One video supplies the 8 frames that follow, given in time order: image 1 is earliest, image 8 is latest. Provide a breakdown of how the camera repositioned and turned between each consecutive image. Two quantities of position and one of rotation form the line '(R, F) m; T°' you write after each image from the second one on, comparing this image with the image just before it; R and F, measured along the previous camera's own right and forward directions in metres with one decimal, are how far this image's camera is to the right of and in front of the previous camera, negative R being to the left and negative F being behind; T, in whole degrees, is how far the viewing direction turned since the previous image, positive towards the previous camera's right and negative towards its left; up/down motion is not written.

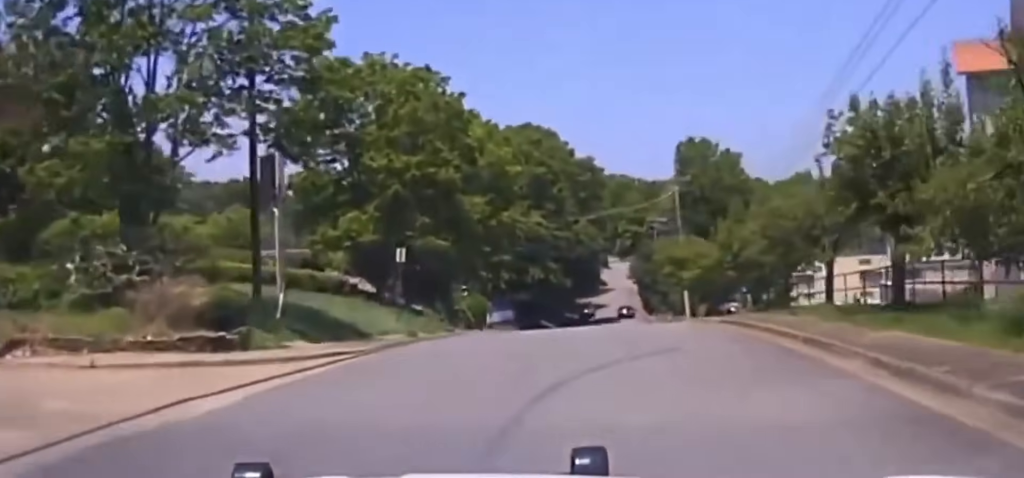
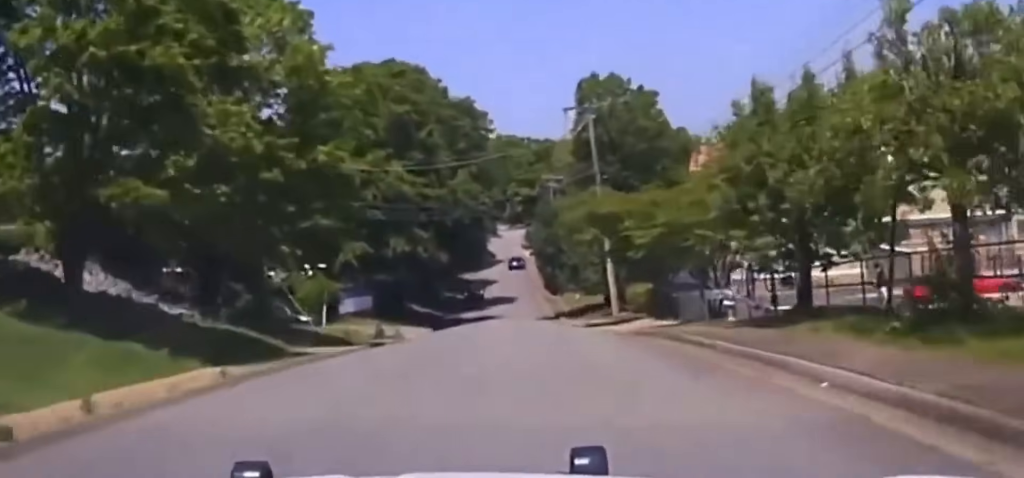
(+2.8, +21.5) m; +6°
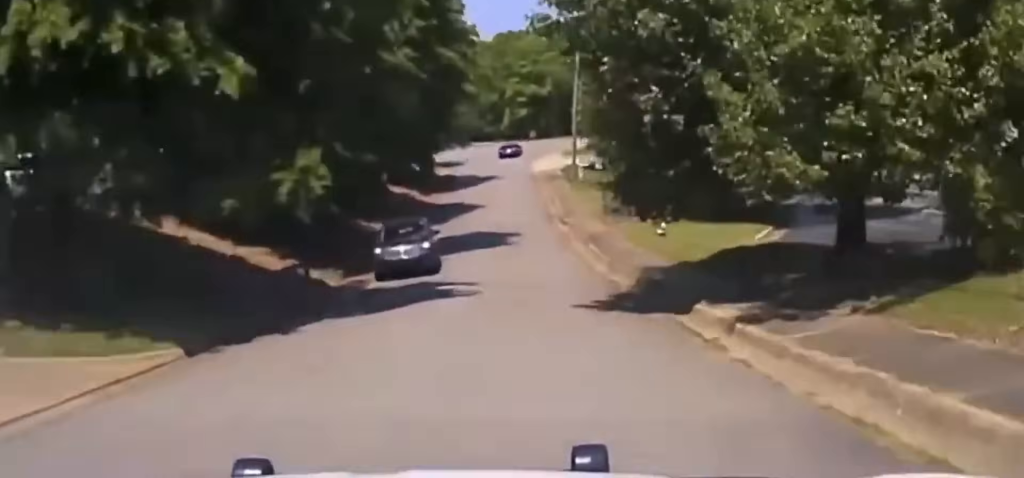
(-3.0, +55.6) m; -5°
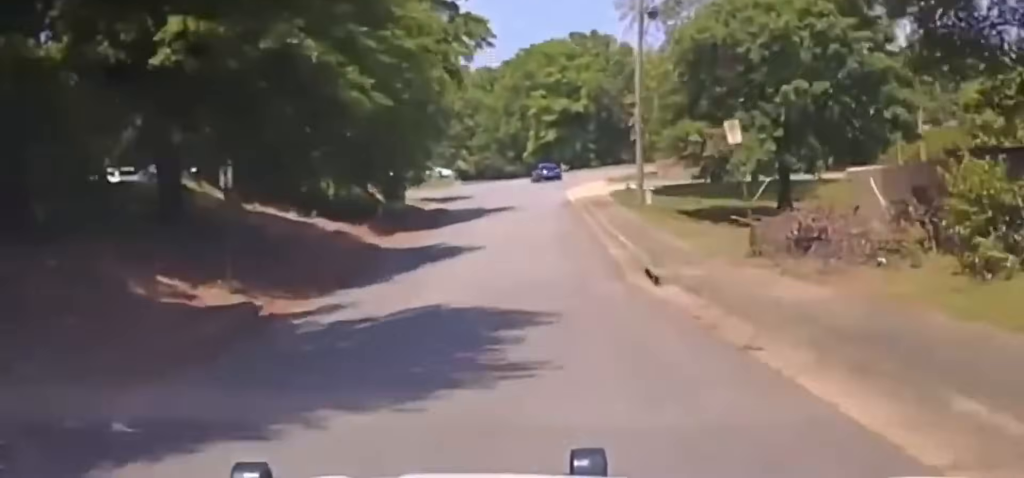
(-0.2, +30.9) m; -2°
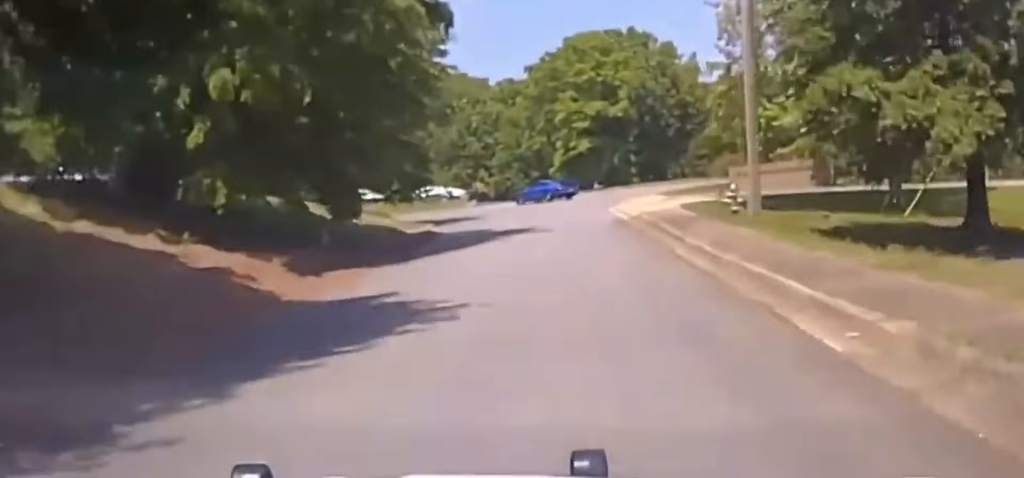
(0.0, +17.5) m; -2°
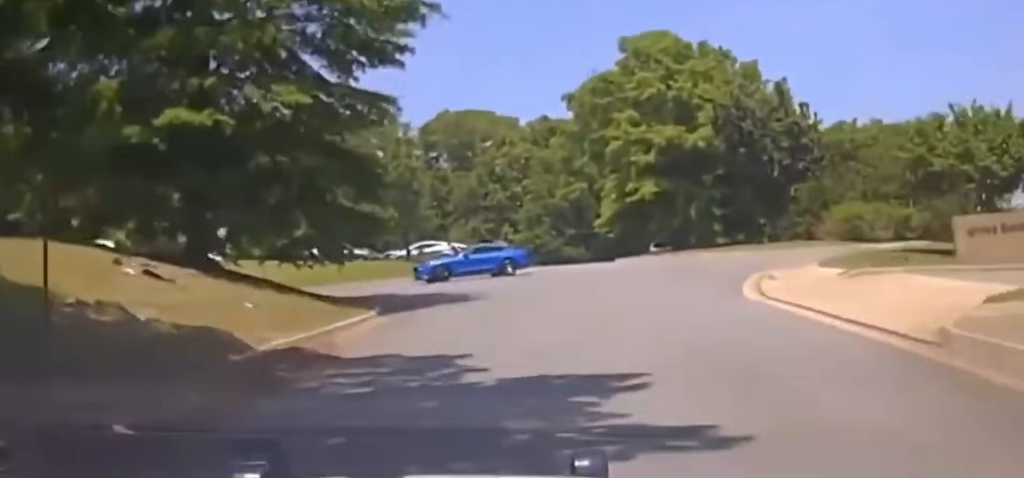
(-0.8, +18.9) m; -3°
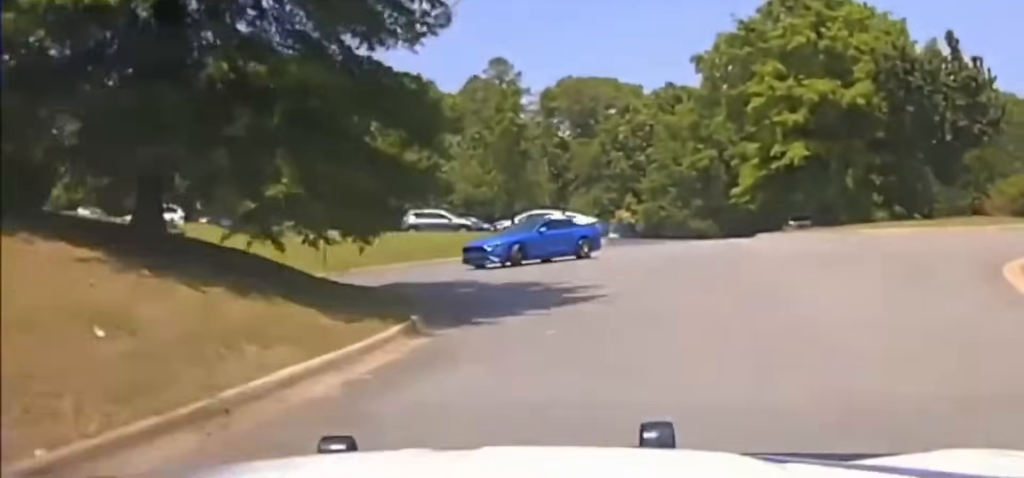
(-0.2, +6.4) m; +2°
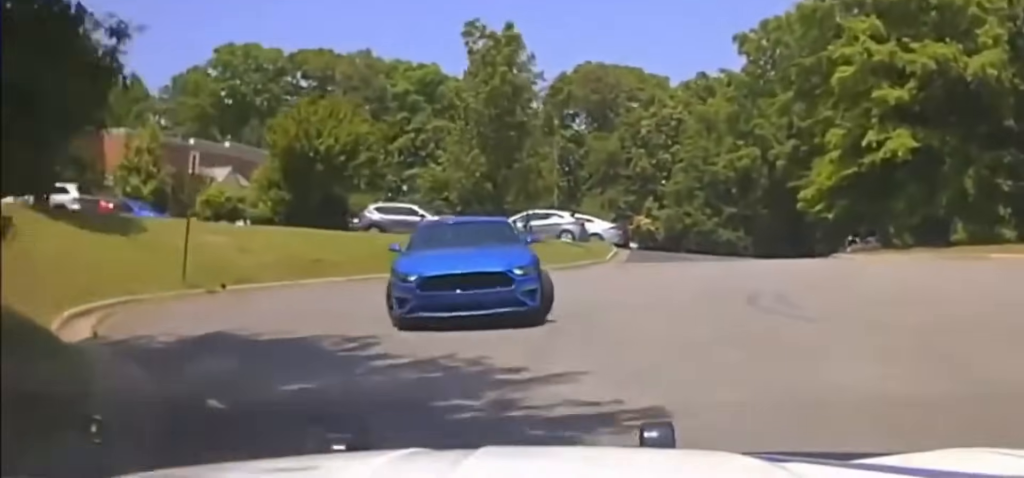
(+0.3, +7.6) m; +12°
